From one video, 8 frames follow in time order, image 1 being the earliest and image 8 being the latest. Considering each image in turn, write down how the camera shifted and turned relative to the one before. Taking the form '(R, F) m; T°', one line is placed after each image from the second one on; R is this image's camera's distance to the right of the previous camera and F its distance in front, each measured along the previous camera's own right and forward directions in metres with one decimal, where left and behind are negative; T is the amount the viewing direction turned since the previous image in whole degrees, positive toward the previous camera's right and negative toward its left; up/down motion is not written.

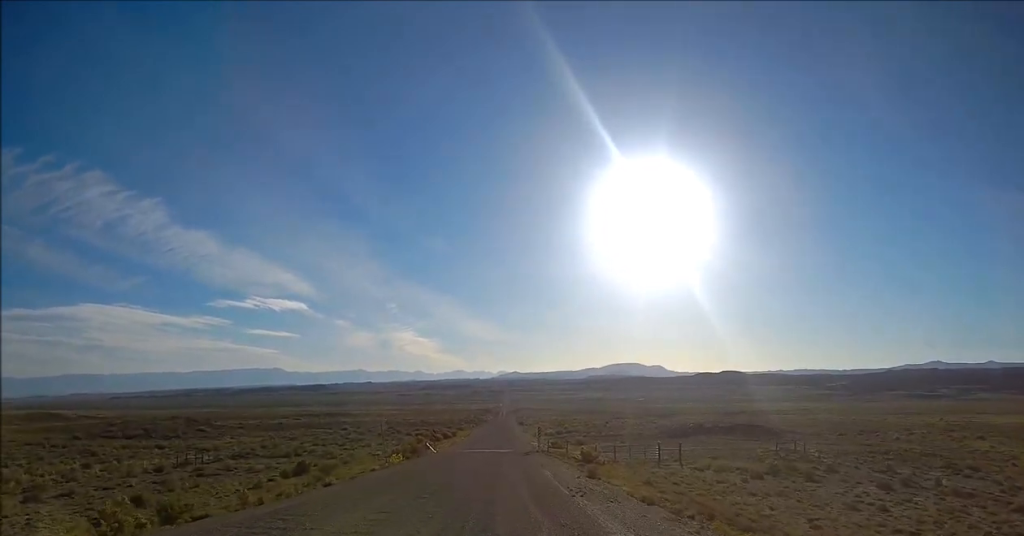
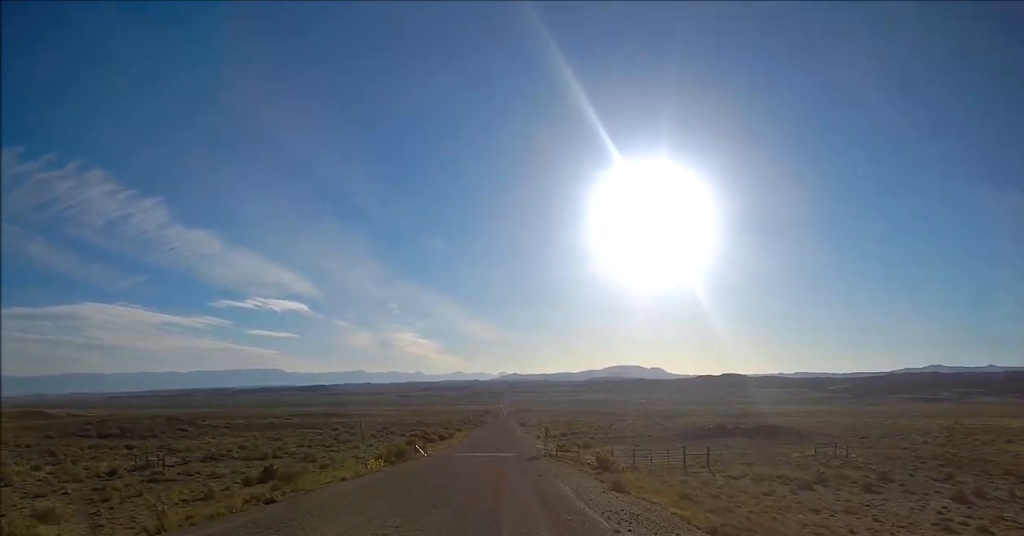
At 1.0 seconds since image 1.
(0.0, +8.3) m; -1°
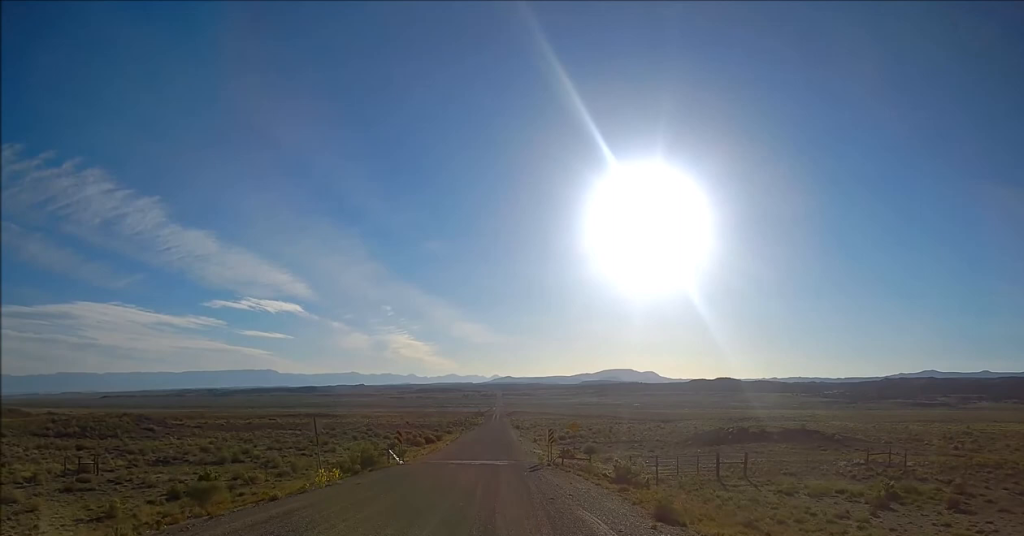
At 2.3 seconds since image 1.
(-0.2, +9.9) m; -1°
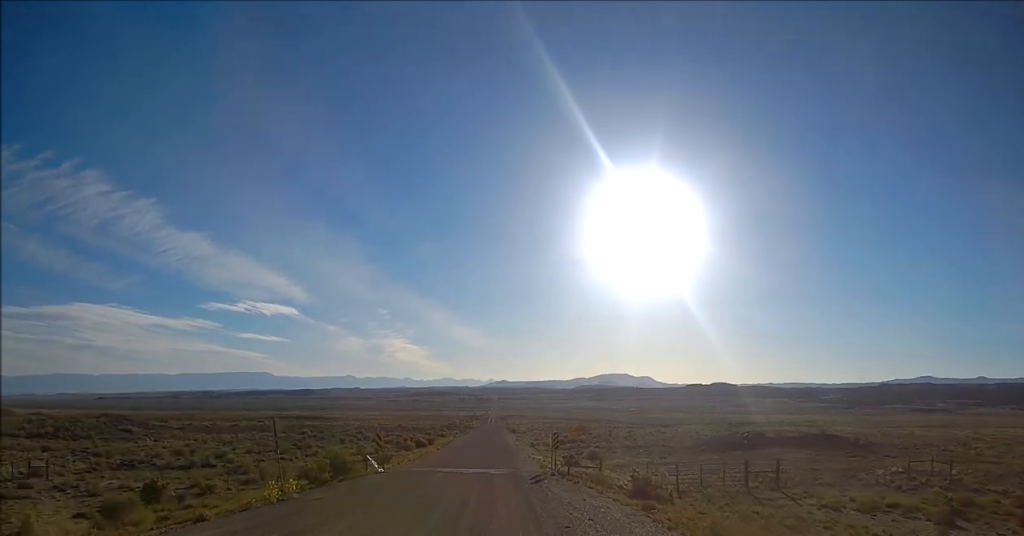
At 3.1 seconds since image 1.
(-0.1, +6.1) m; 0°
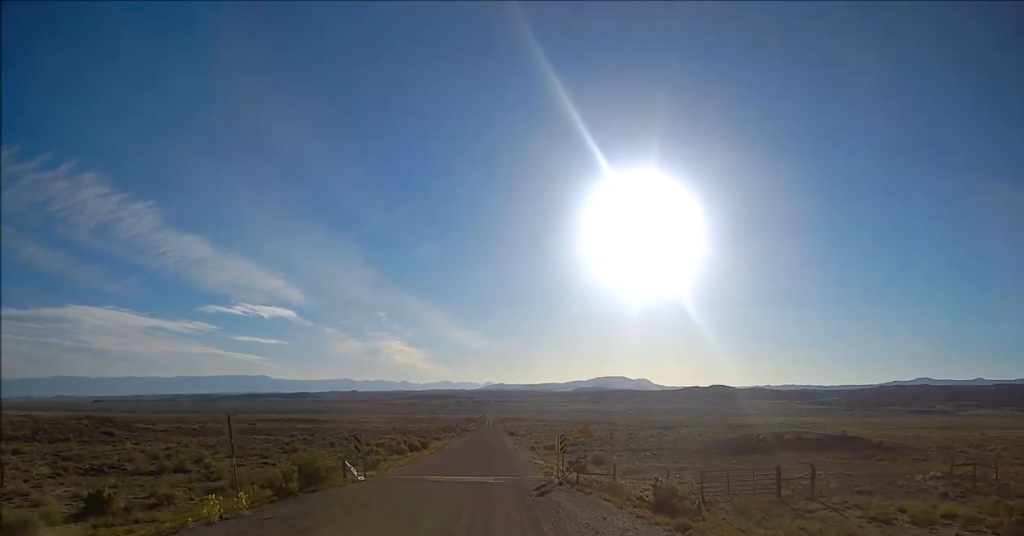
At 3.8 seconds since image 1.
(+0.1, +5.1) m; +1°
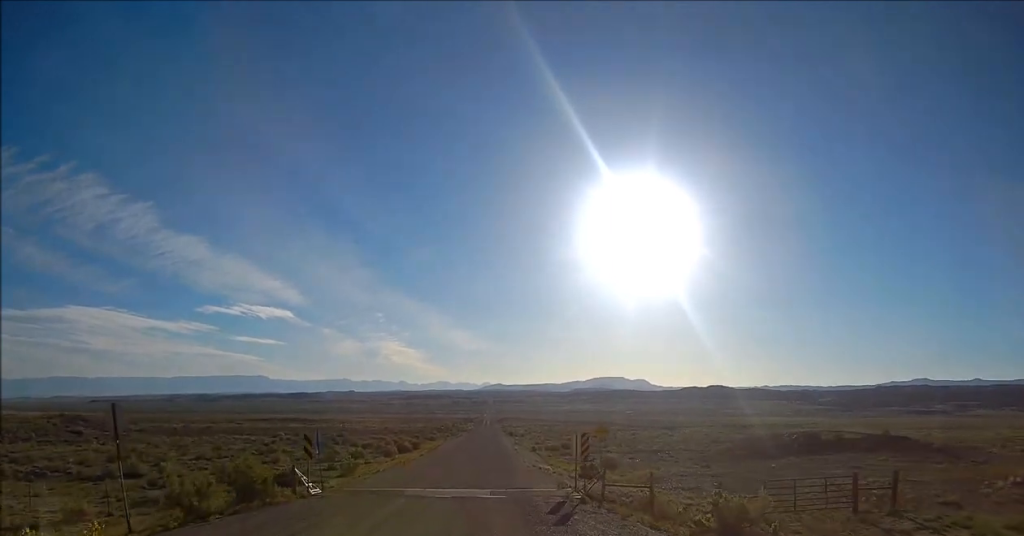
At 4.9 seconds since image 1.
(+0.2, +8.1) m; +2°
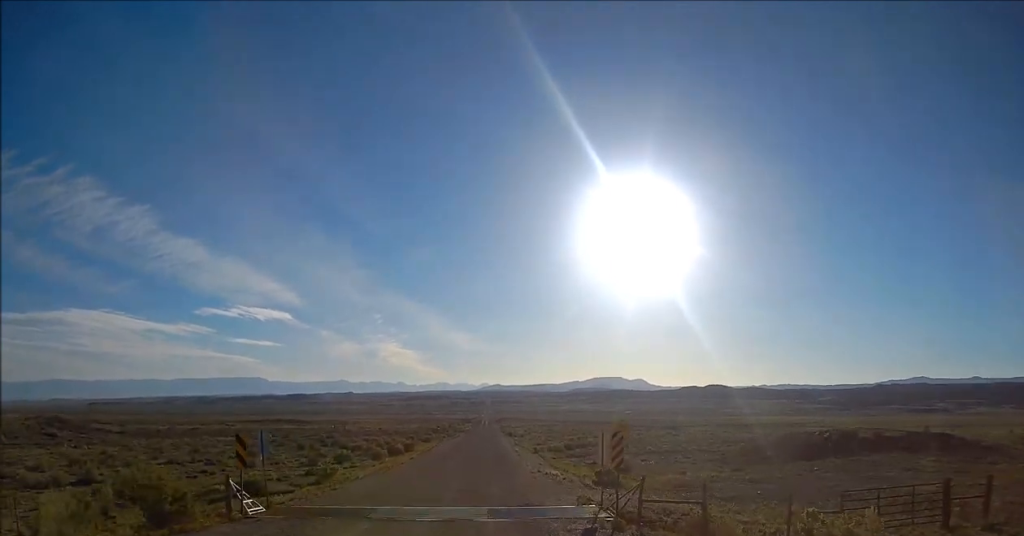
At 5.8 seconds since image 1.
(+0.1, +6.0) m; +1°
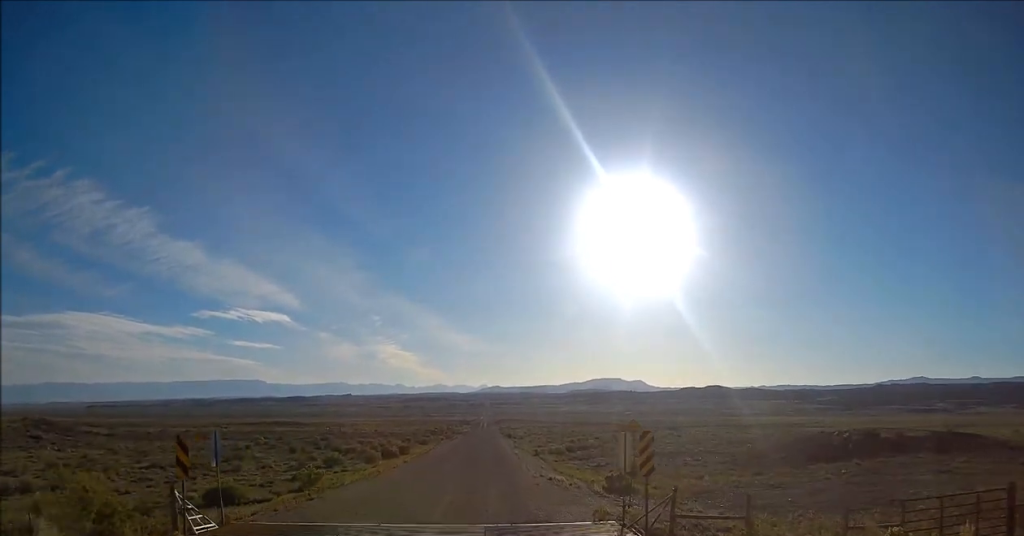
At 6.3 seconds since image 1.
(0.0, +3.1) m; 0°
